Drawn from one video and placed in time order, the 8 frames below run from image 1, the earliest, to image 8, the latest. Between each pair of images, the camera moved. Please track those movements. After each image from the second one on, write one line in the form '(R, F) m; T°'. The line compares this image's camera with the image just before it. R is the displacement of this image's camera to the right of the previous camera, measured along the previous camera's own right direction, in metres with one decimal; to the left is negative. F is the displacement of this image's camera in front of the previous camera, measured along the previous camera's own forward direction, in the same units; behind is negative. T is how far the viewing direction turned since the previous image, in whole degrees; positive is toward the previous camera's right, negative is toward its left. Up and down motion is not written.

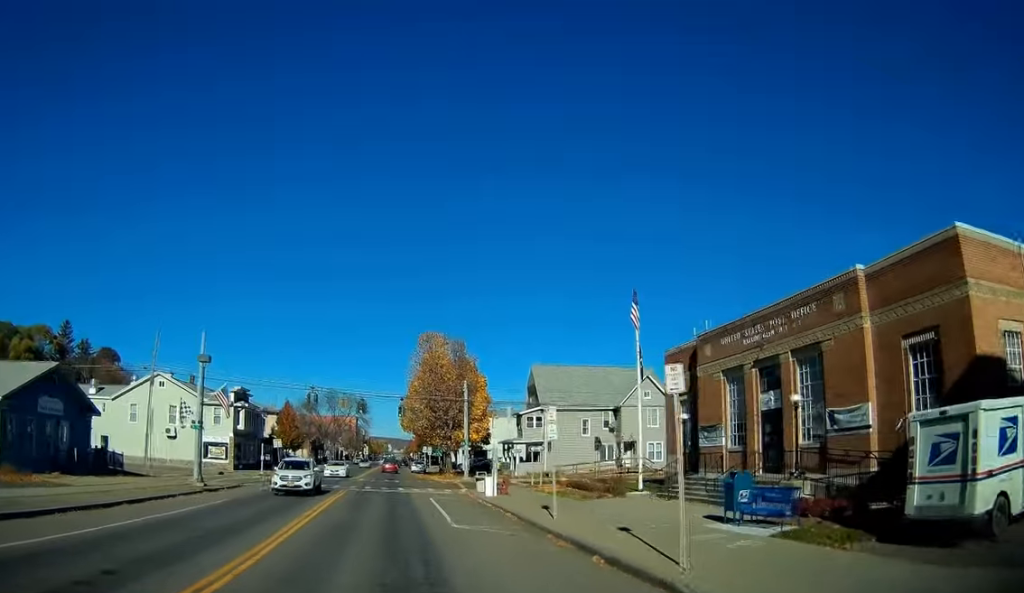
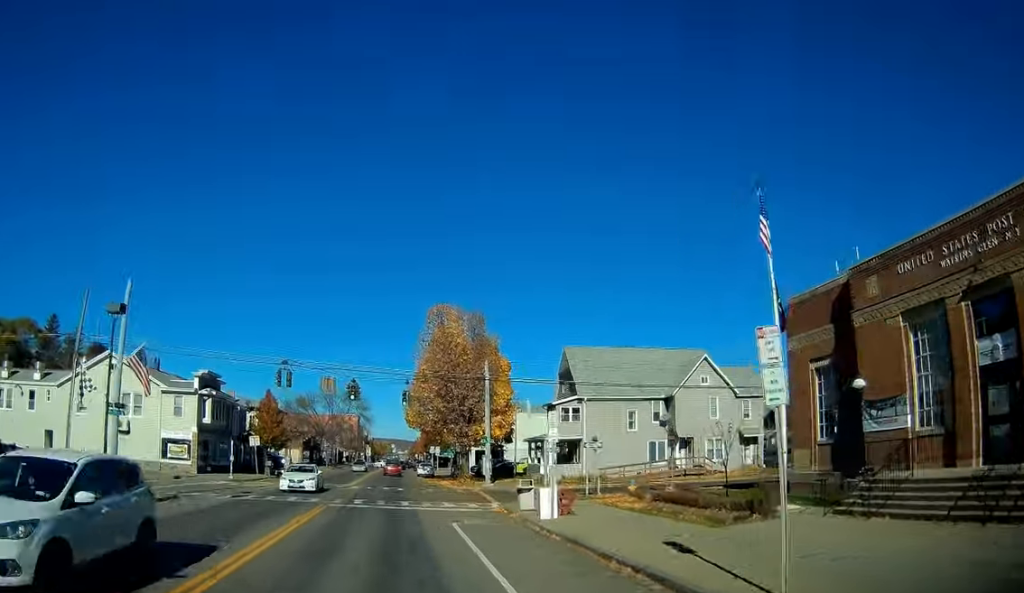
(0.0, +11.0) m; -1°
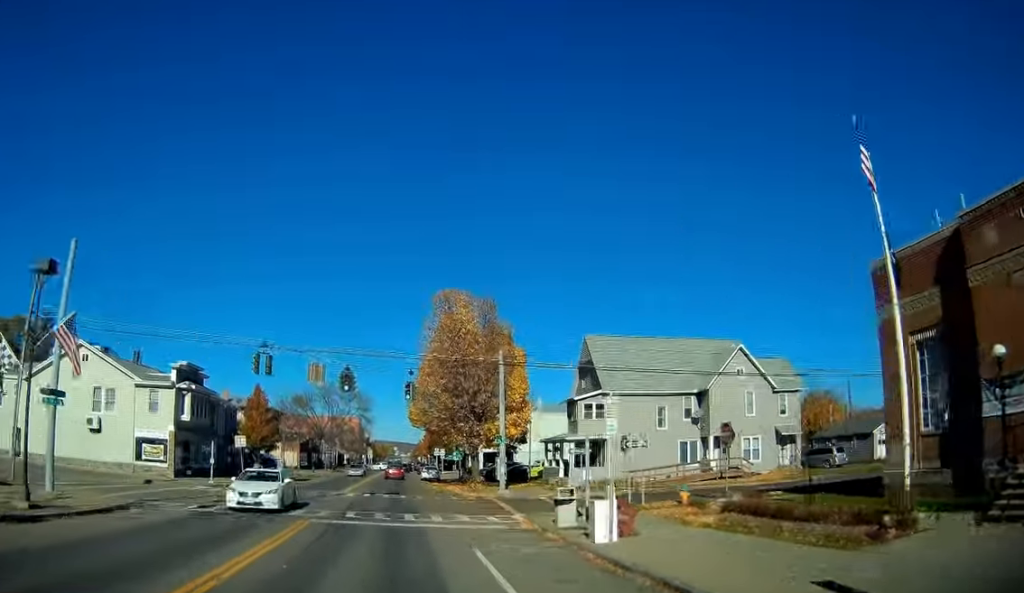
(+0.1, +5.2) m; 0°
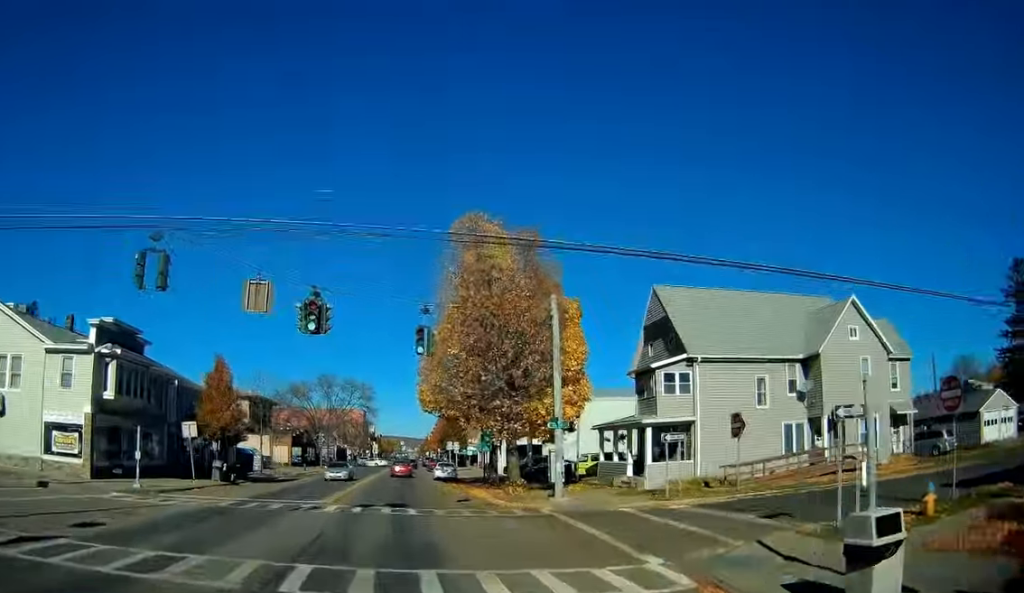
(-0.3, +12.4) m; -1°
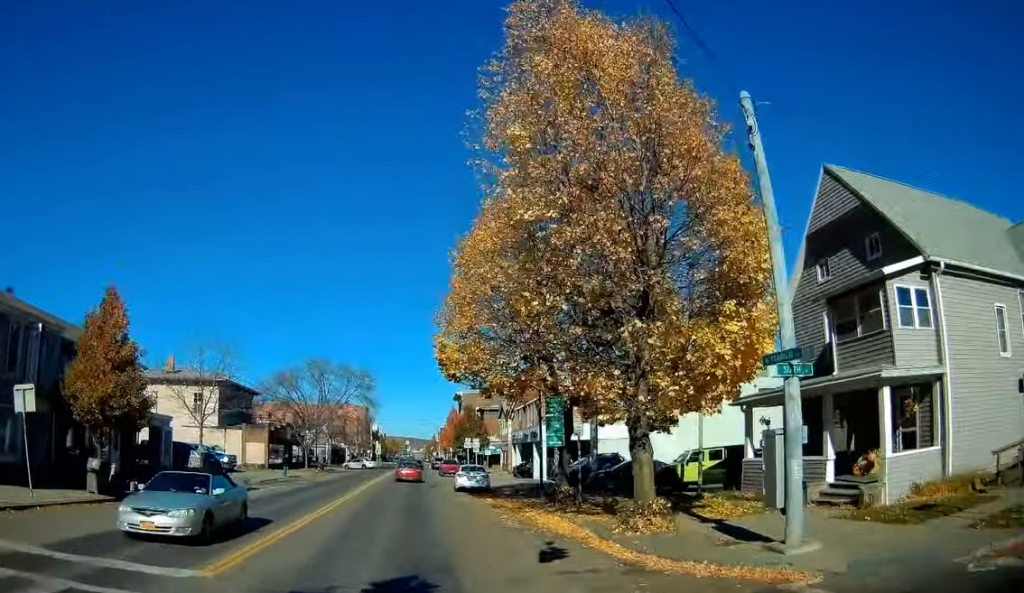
(+0.2, +15.7) m; 0°
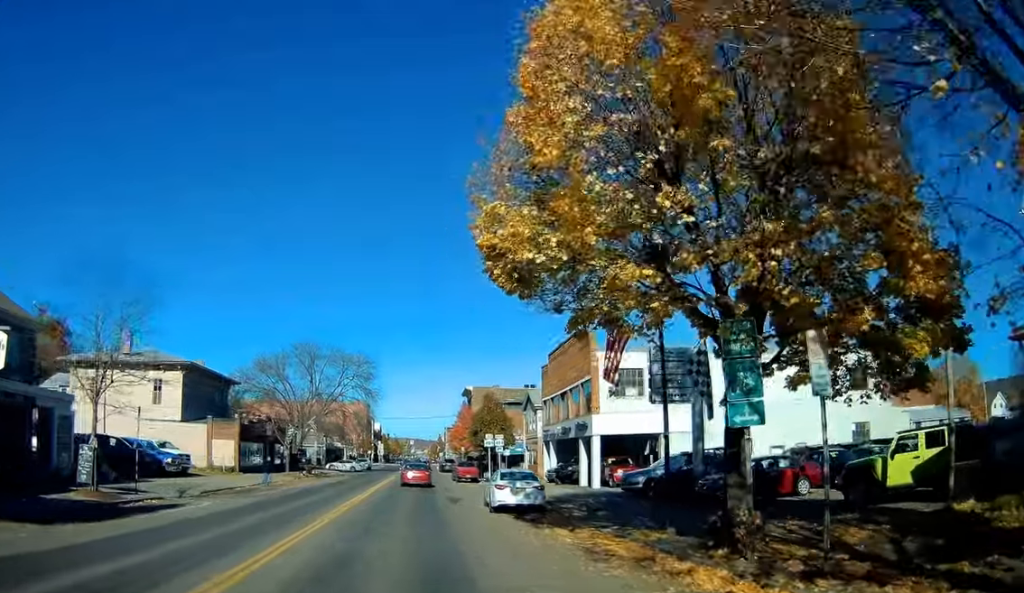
(-0.3, +12.0) m; -1°
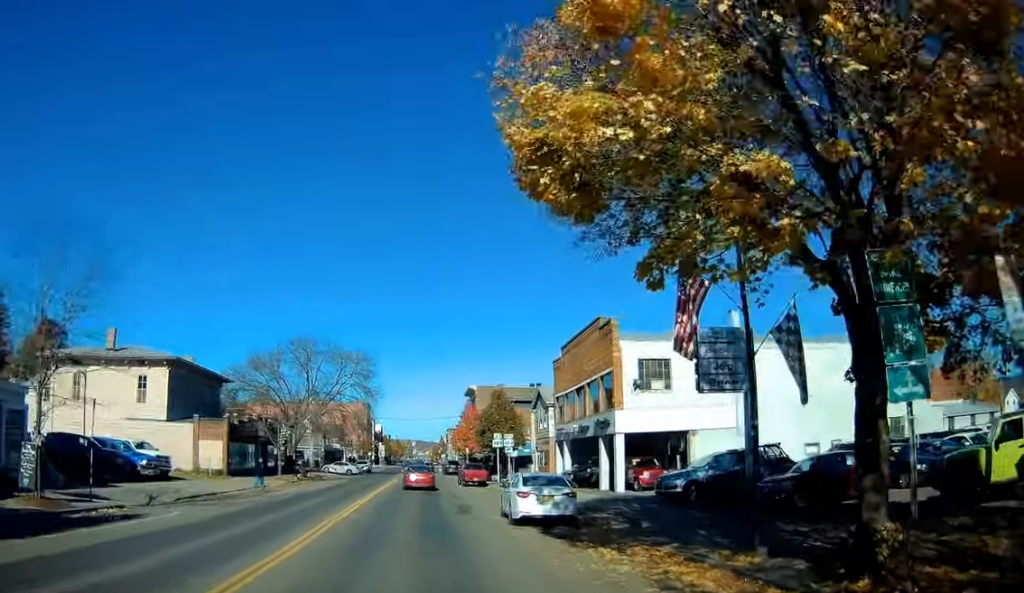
(0.0, +3.6) m; 0°
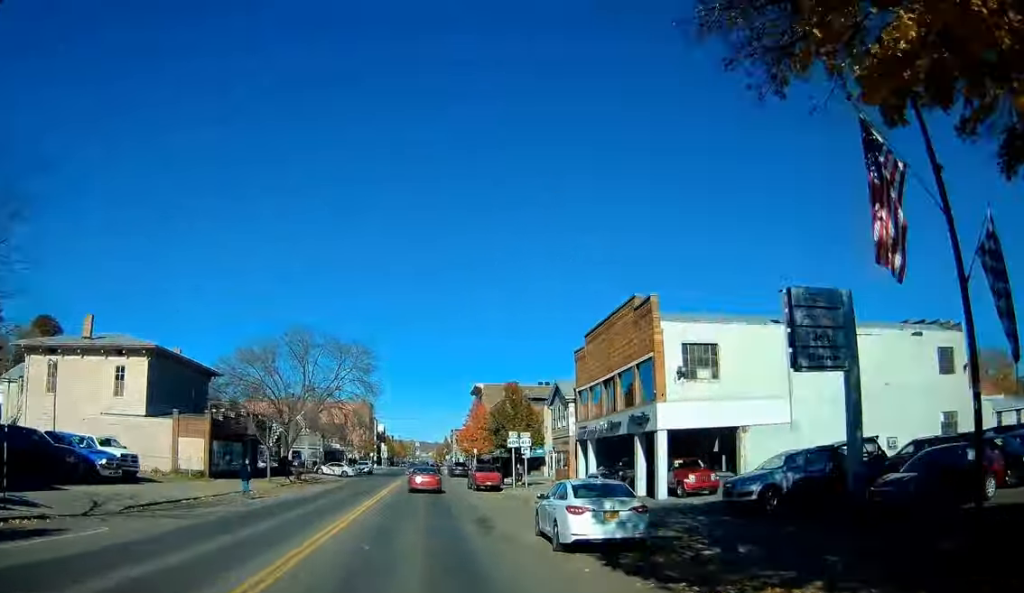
(+0.2, +4.8) m; 0°
